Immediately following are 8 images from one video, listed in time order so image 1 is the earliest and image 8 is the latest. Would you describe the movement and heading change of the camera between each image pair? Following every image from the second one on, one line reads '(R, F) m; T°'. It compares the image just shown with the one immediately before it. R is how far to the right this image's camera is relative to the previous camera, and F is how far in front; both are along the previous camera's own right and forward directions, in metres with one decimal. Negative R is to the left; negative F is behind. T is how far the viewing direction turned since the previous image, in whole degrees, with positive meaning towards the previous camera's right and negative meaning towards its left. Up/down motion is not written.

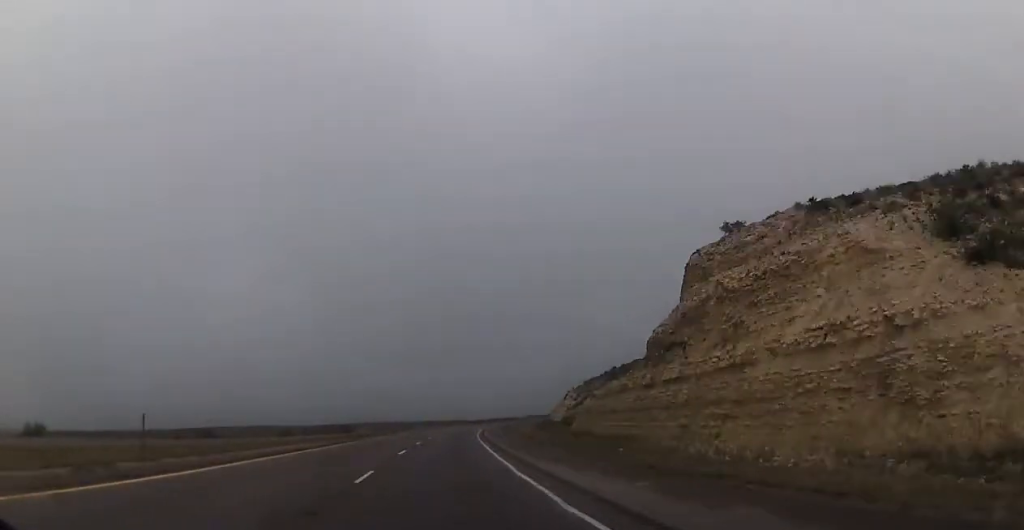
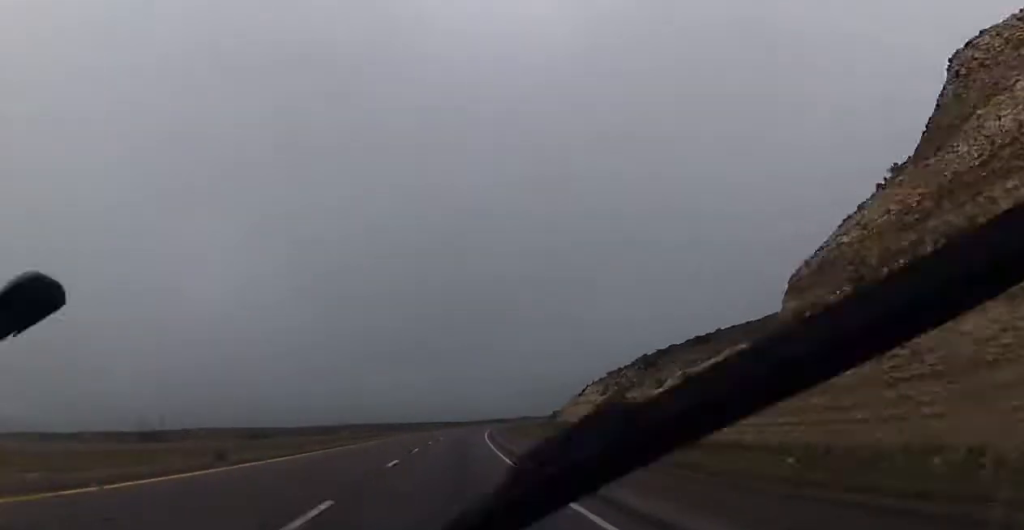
(+0.3, +30.6) m; +1°
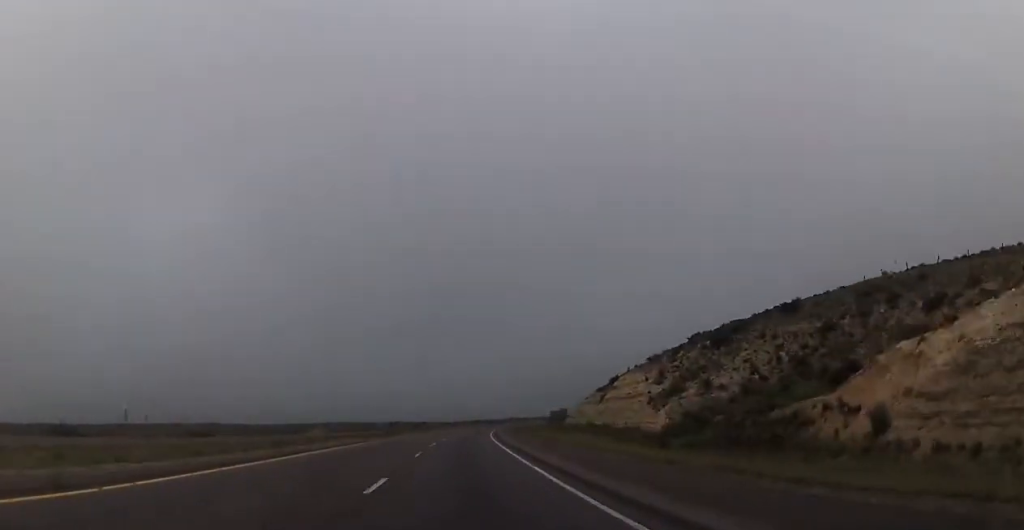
(+0.5, +31.9) m; +1°
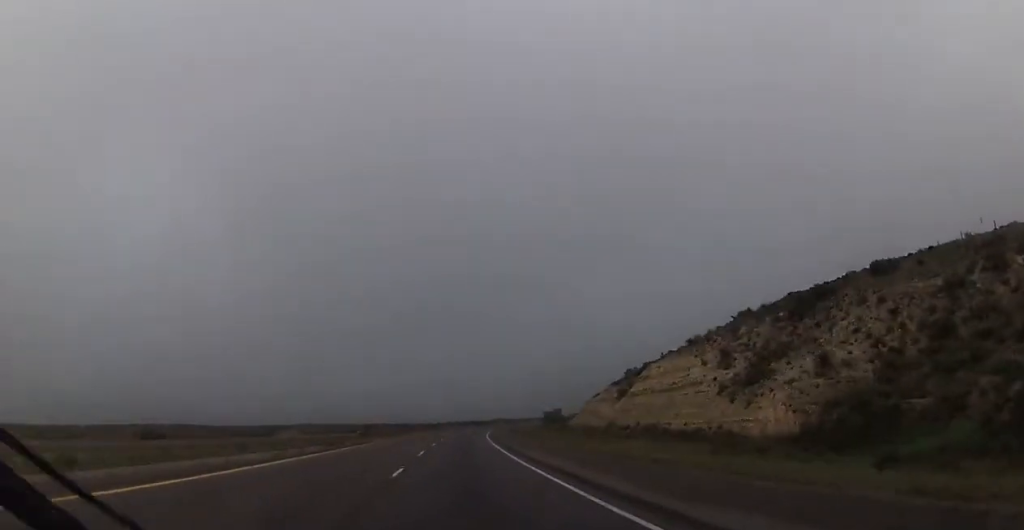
(+0.2, +20.4) m; +1°
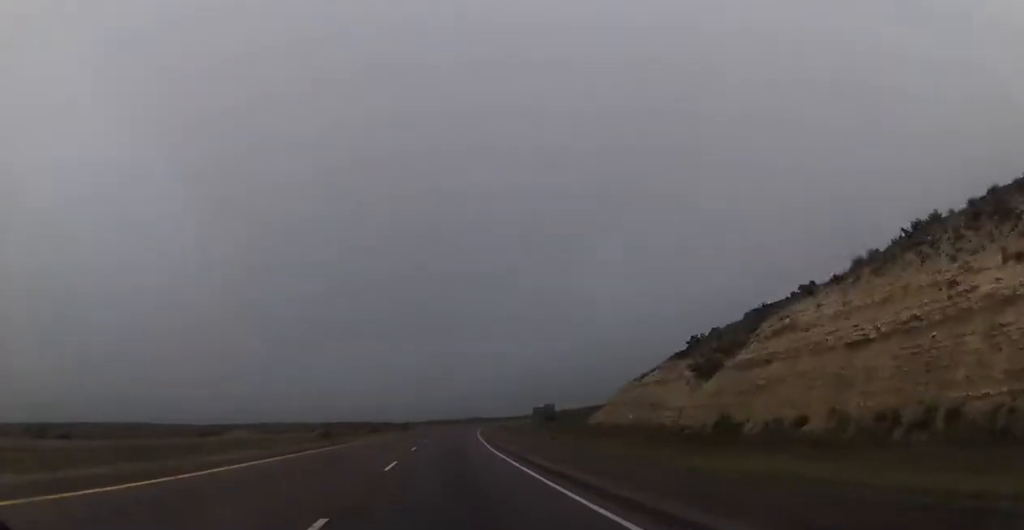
(+0.4, +34.4) m; +2°
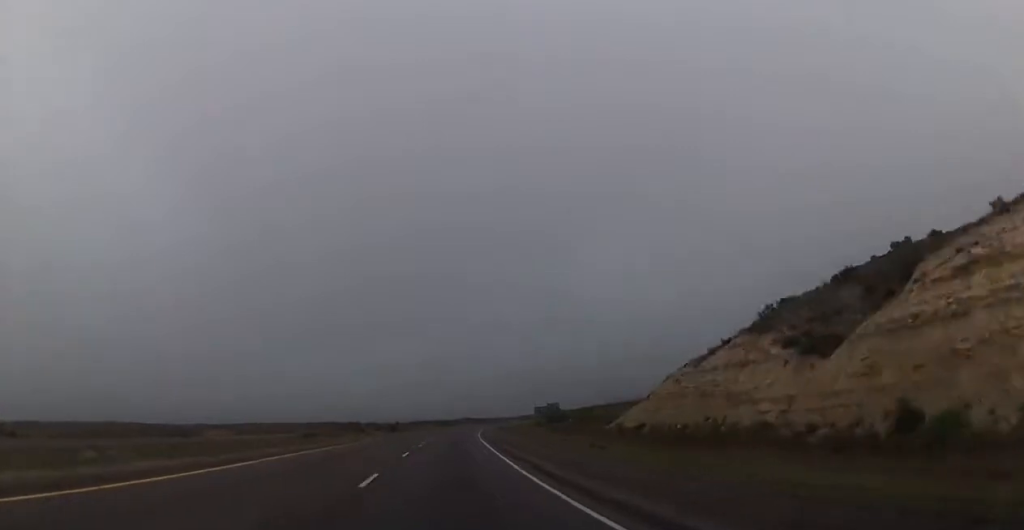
(0.0, +16.6) m; +1°
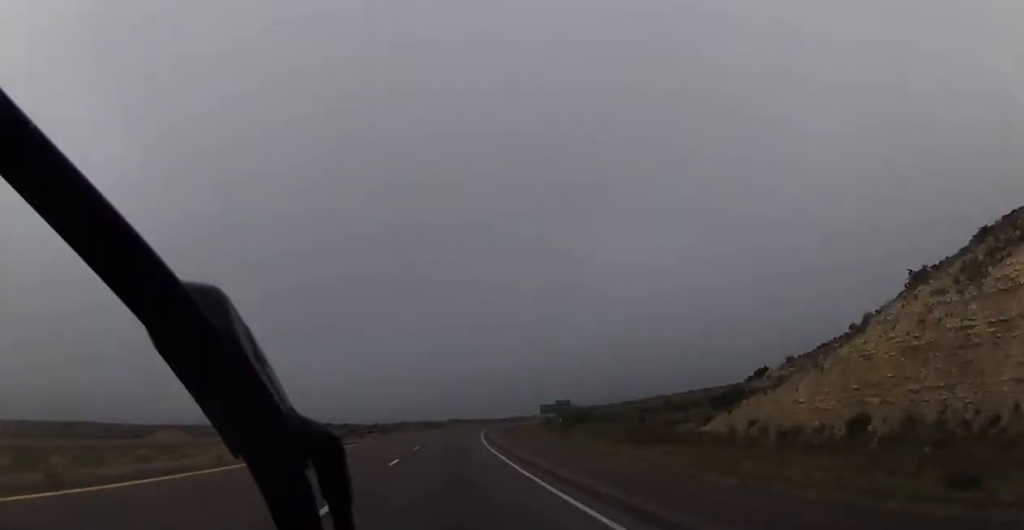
(+0.6, +29.4) m; +2°
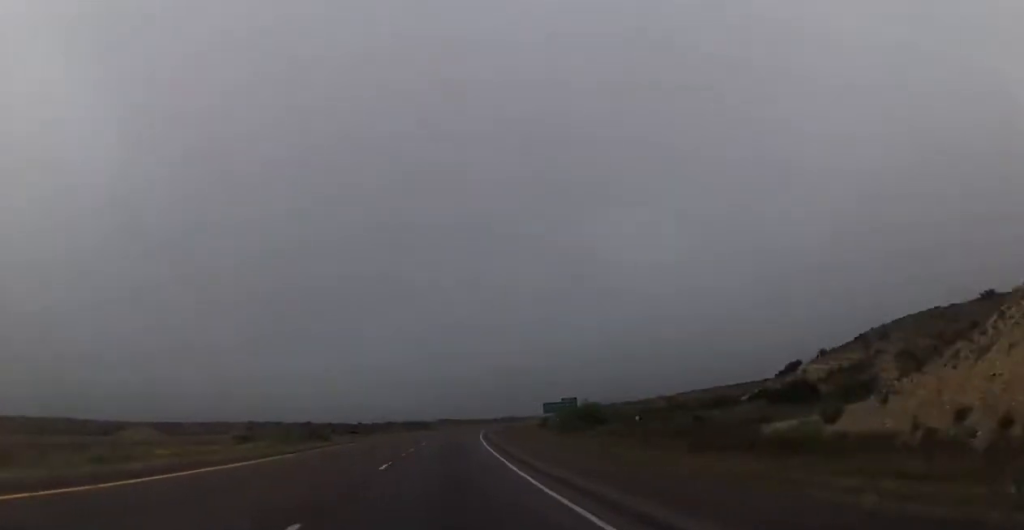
(+0.1, +15.3) m; +1°
